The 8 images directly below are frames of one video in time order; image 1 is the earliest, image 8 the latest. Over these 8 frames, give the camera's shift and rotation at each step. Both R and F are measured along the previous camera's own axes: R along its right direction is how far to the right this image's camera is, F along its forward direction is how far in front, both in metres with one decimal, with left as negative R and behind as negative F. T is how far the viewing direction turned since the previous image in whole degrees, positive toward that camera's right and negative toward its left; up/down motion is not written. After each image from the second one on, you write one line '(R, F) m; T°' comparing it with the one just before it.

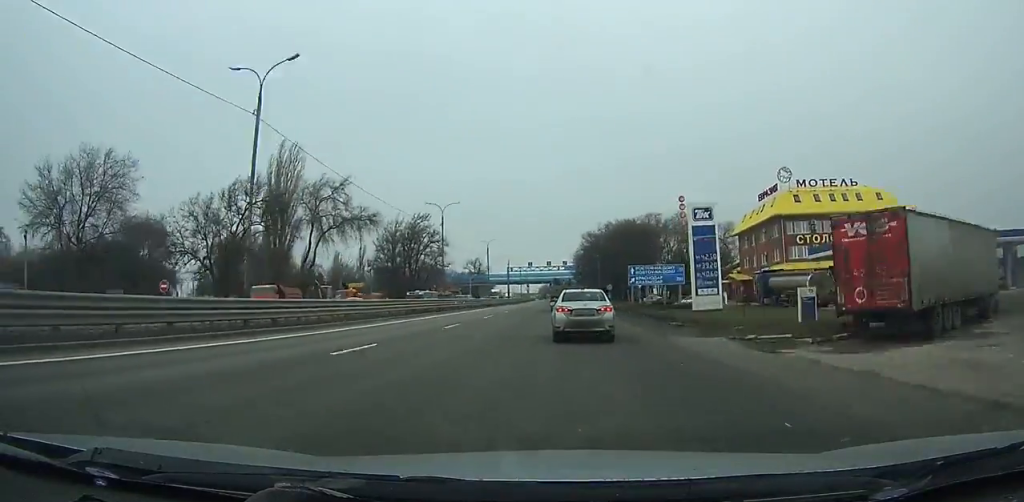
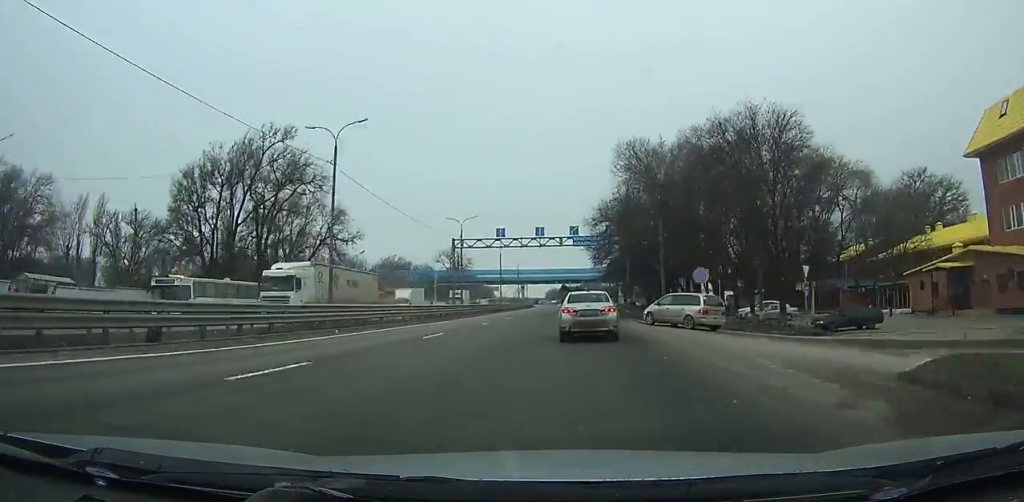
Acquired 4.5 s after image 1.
(-0.1, +64.6) m; 0°
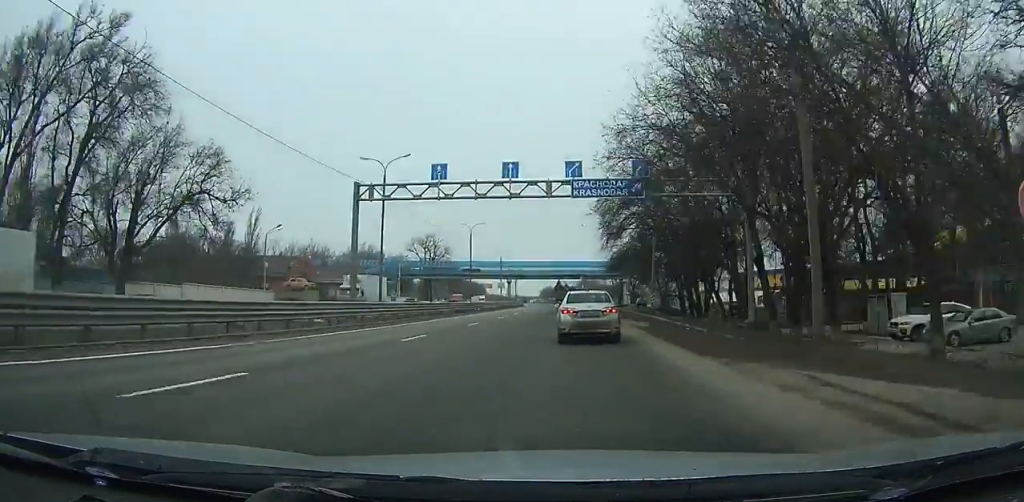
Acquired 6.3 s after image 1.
(-0.1, +25.7) m; 0°
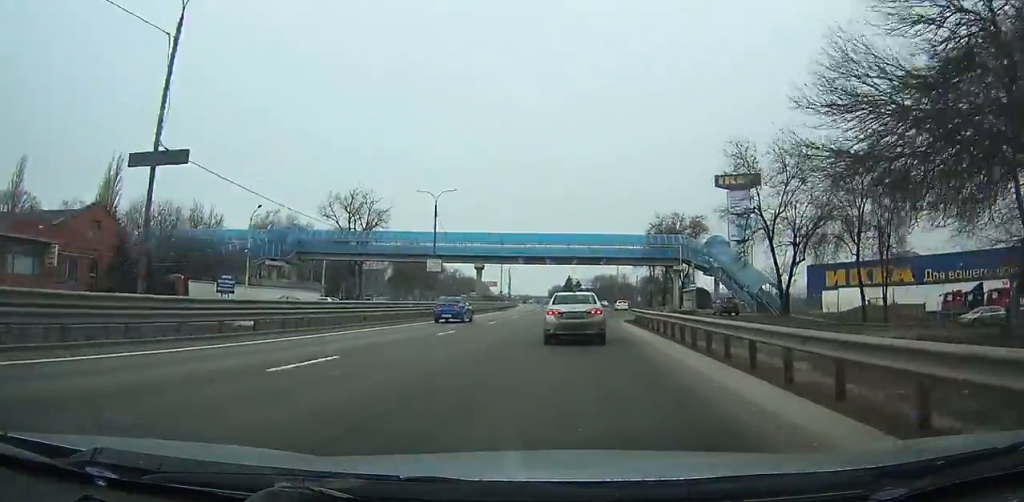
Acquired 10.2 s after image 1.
(-0.3, +56.2) m; 0°
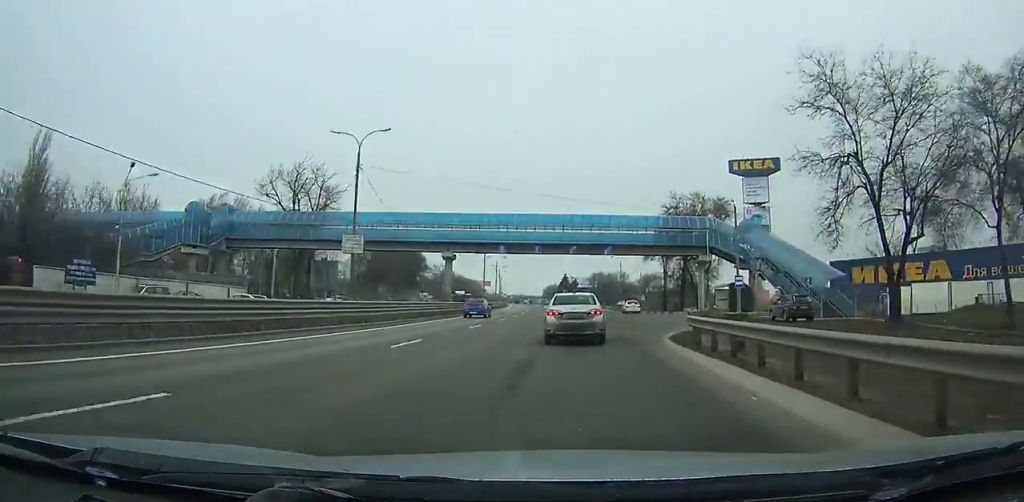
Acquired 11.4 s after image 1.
(-0.3, +17.5) m; 0°
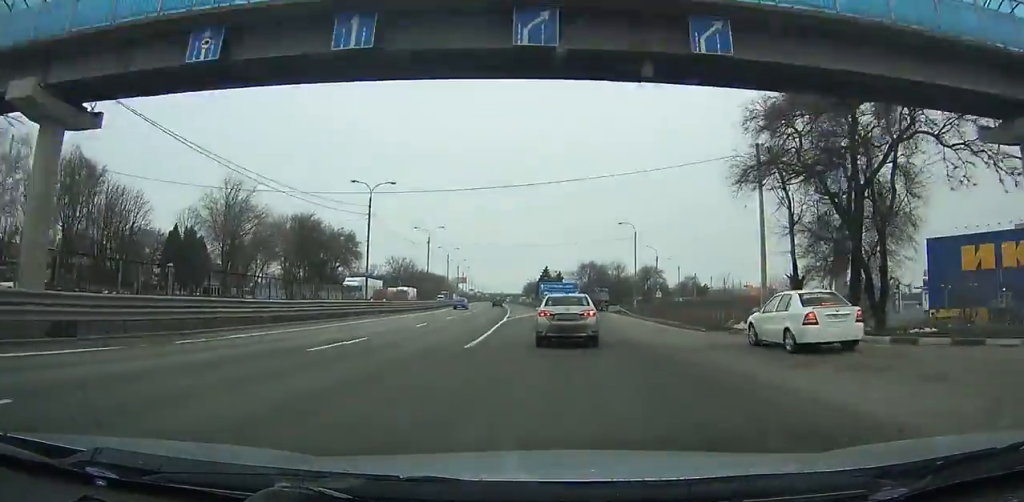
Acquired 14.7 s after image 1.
(+0.6, +48.6) m; +2°
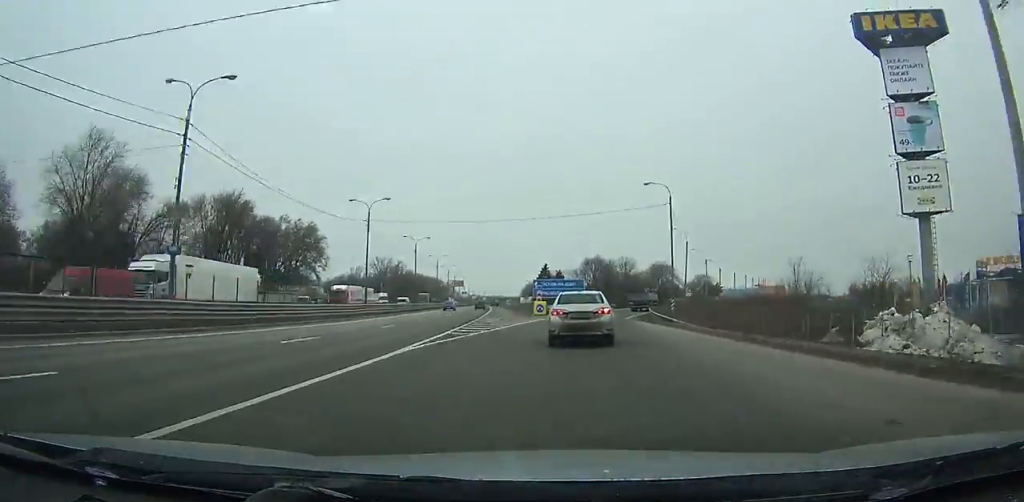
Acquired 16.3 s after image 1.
(+0.3, +23.8) m; +3°
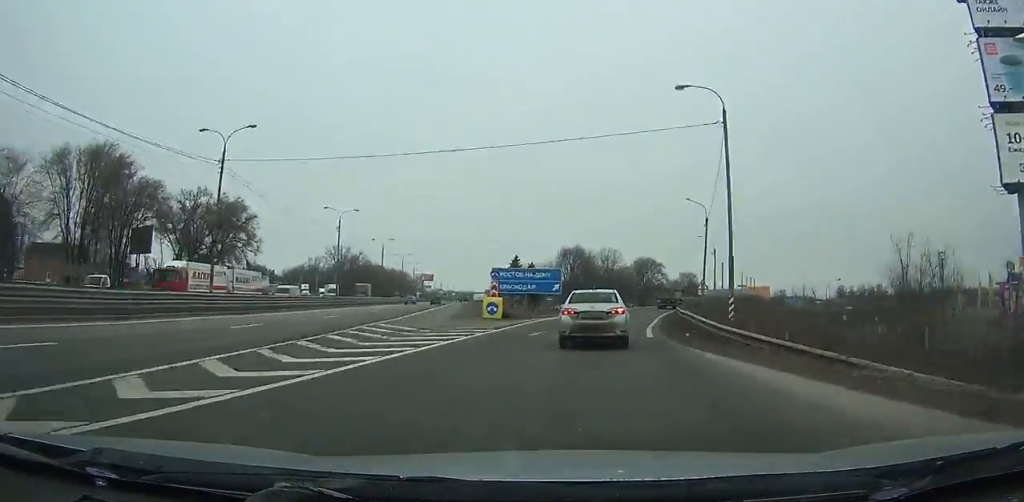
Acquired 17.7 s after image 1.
(-0.8, +20.8) m; +3°
